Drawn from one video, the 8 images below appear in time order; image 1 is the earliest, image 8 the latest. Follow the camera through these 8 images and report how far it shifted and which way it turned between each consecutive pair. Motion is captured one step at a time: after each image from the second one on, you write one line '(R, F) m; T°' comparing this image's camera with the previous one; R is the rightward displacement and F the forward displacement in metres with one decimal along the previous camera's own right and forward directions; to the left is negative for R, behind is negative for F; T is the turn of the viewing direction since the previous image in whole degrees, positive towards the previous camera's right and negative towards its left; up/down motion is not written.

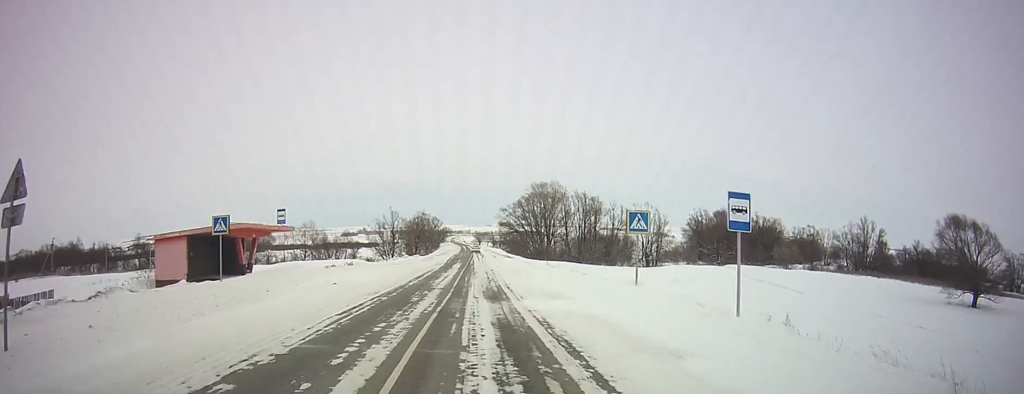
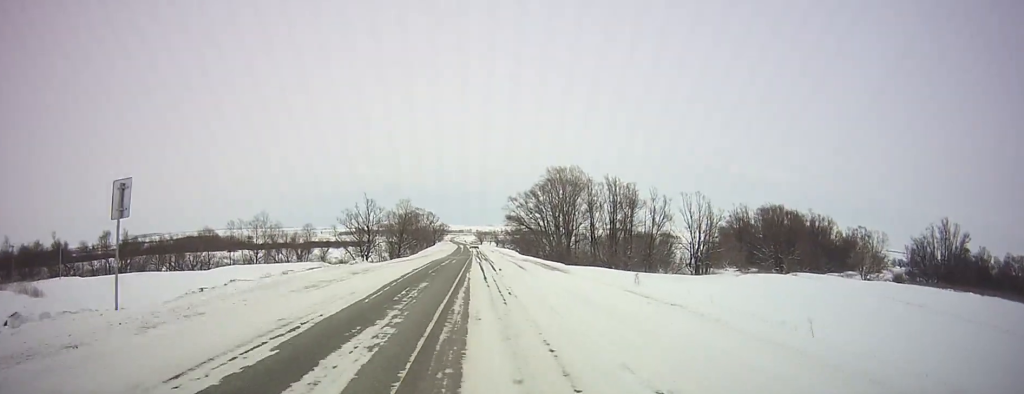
(0.0, +41.5) m; -1°
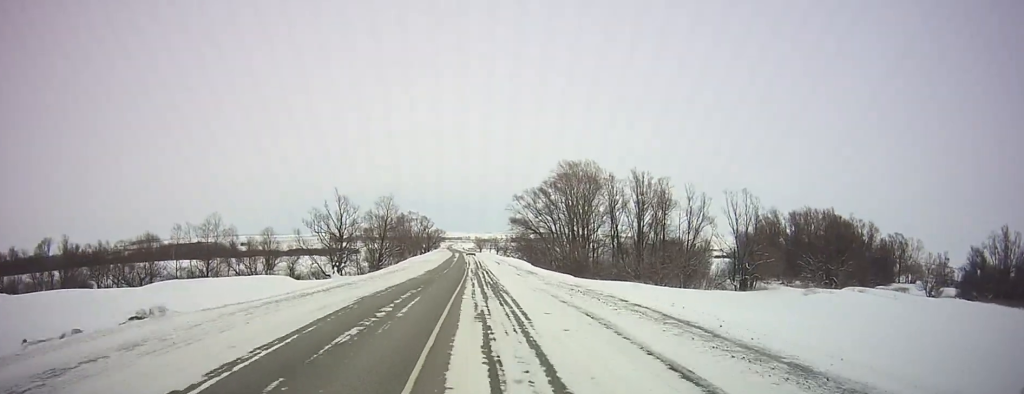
(-0.1, +26.5) m; 0°
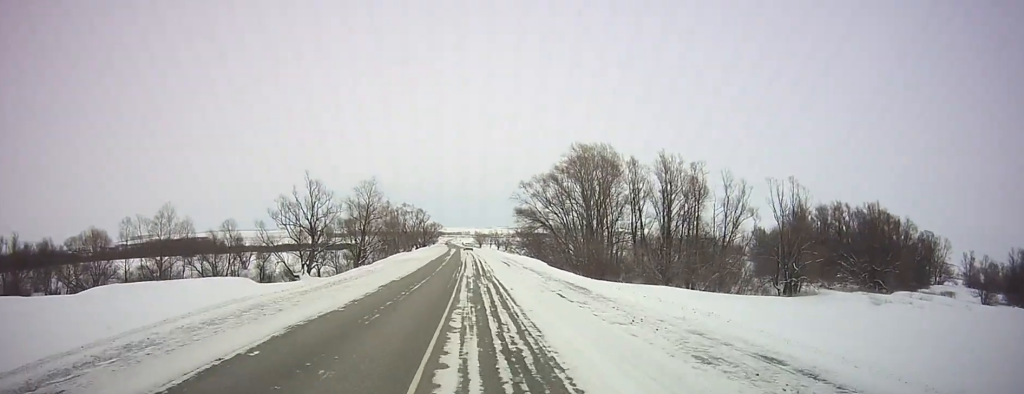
(+0.2, +18.9) m; 0°
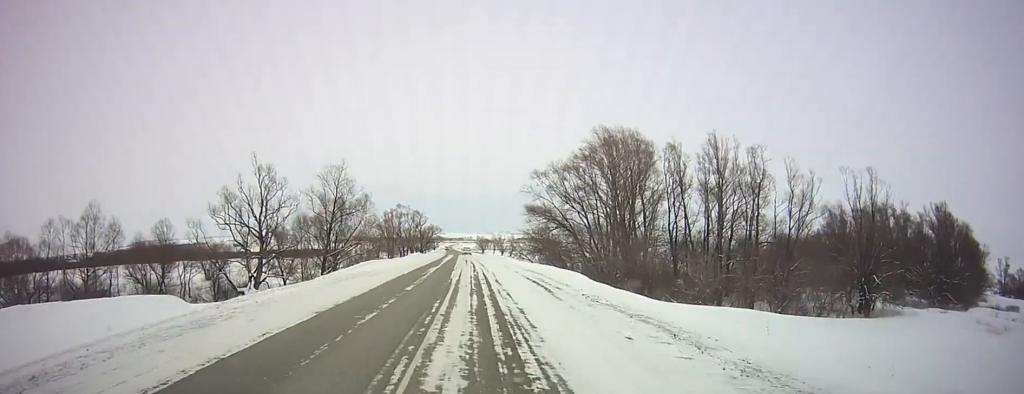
(0.0, +22.3) m; 0°
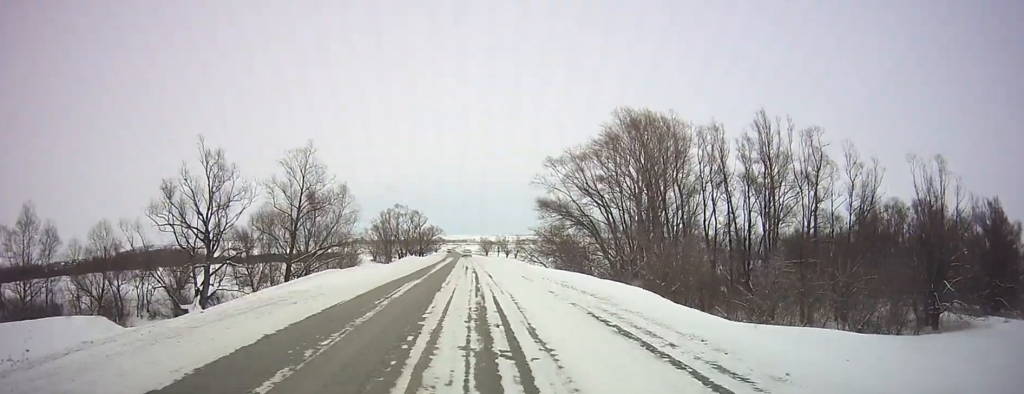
(0.0, +14.7) m; 0°
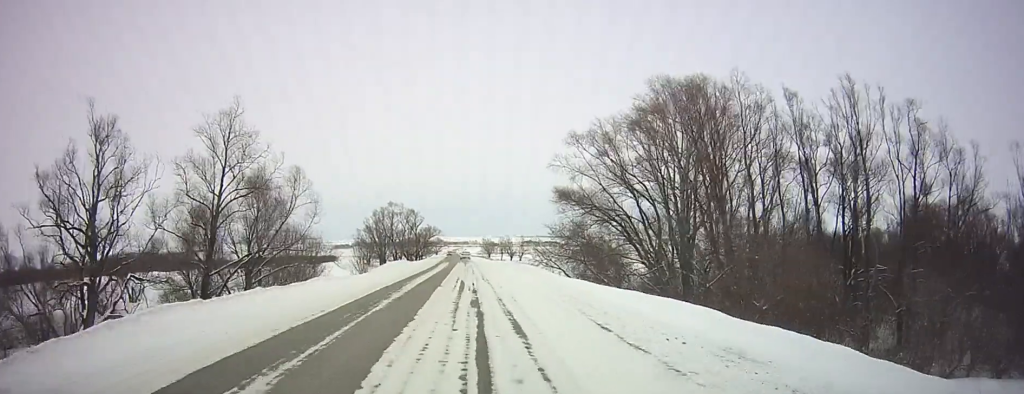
(+0.2, +18.1) m; 0°
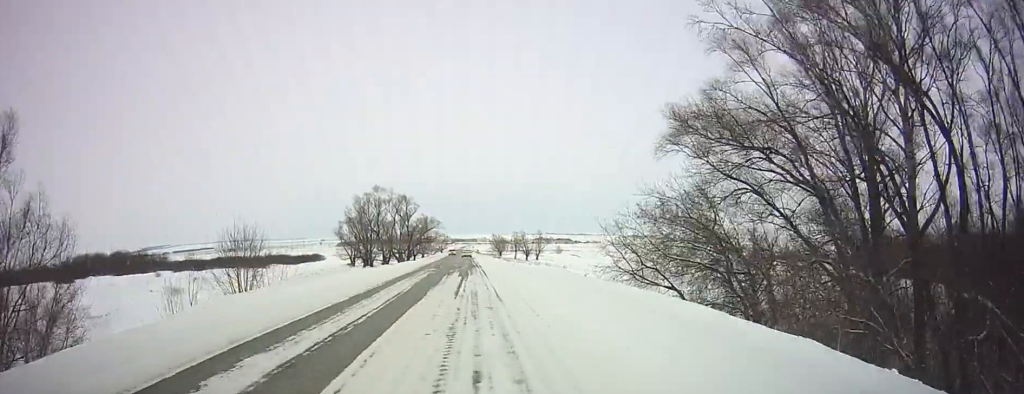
(-0.4, +39.9) m; -1°
